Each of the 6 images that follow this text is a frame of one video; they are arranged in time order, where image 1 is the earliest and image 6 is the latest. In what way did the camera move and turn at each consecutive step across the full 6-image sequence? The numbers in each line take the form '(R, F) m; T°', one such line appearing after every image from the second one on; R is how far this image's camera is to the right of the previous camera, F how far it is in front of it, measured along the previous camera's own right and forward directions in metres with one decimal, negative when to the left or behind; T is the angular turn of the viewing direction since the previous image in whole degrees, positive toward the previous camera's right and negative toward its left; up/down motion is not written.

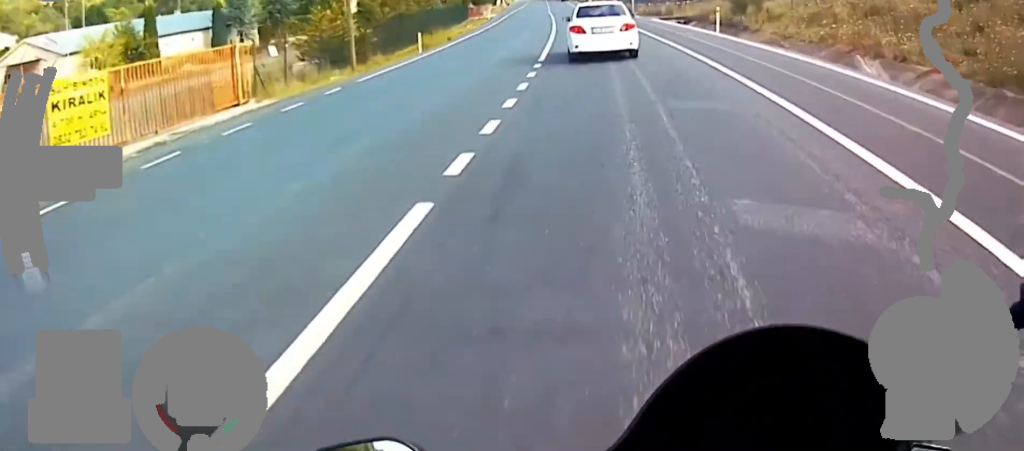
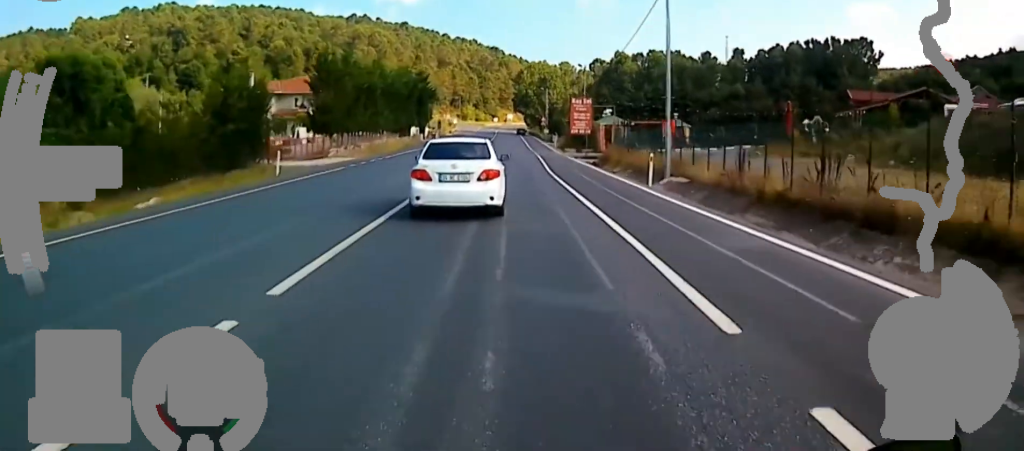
(+0.7, +43.6) m; +1°
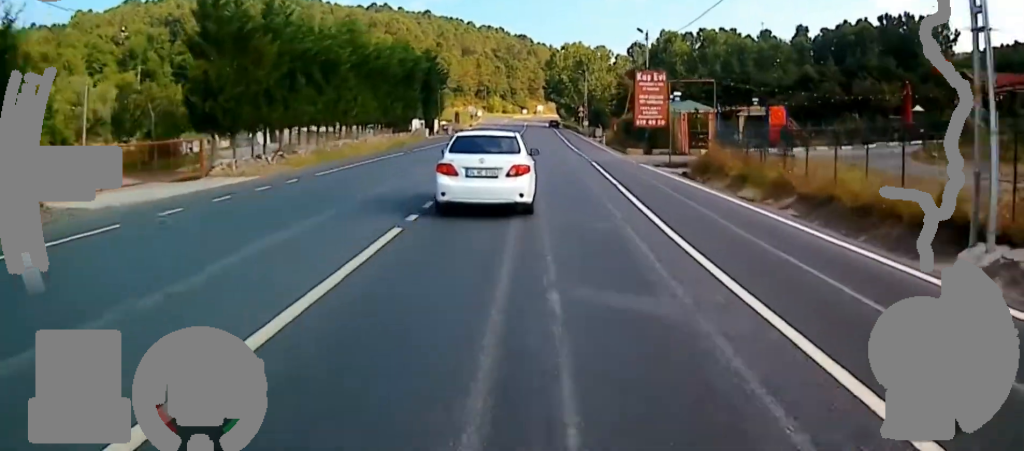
(0.0, +19.0) m; -2°
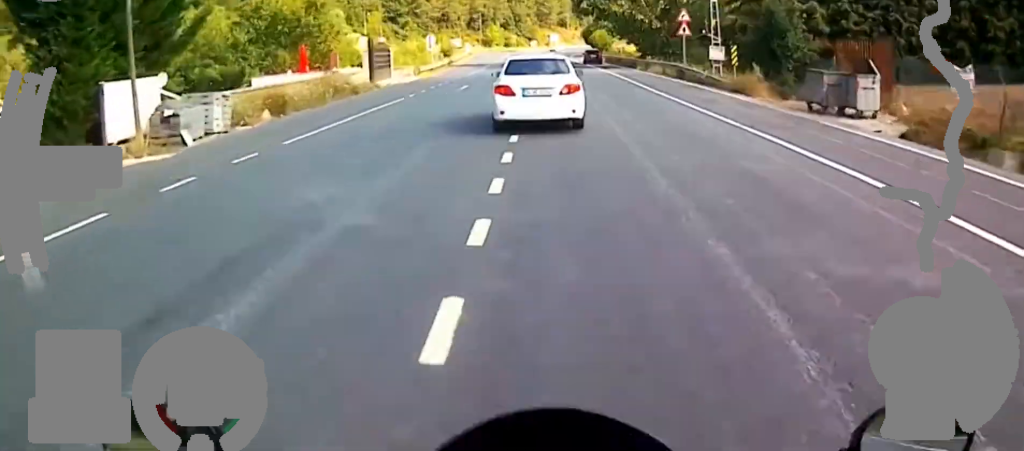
(-3.4, +64.3) m; -3°
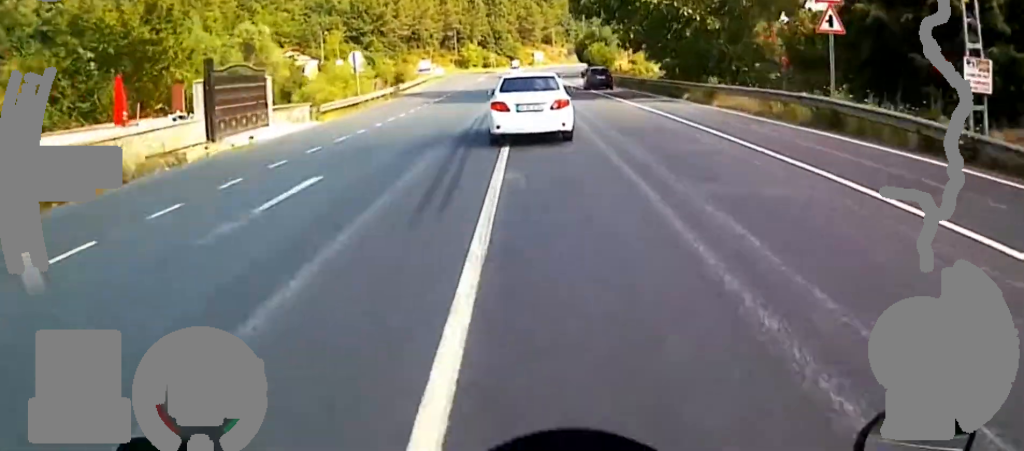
(+0.1, +23.3) m; +2°
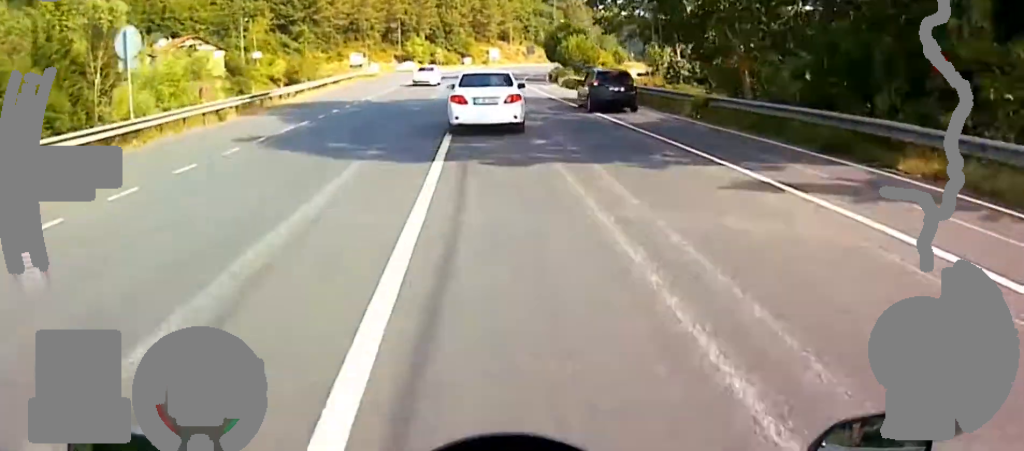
(+0.6, +24.4) m; +1°
